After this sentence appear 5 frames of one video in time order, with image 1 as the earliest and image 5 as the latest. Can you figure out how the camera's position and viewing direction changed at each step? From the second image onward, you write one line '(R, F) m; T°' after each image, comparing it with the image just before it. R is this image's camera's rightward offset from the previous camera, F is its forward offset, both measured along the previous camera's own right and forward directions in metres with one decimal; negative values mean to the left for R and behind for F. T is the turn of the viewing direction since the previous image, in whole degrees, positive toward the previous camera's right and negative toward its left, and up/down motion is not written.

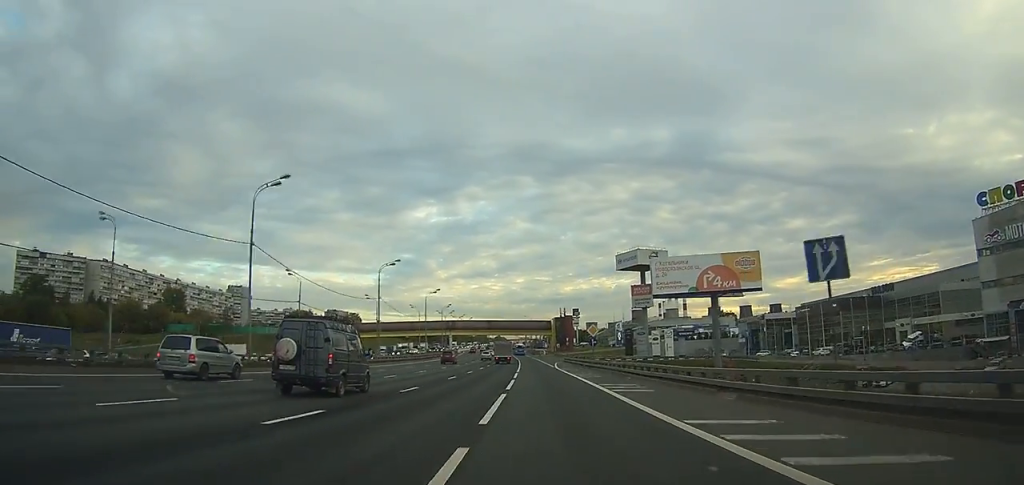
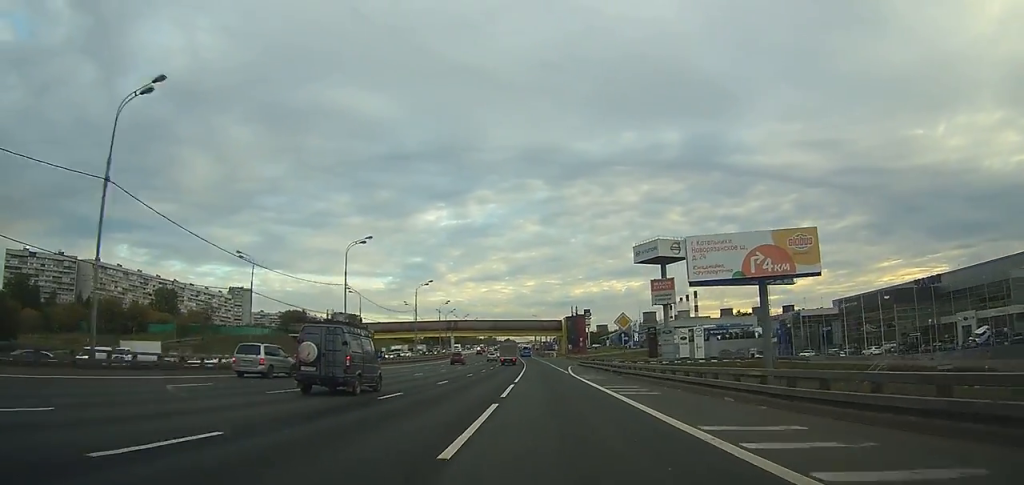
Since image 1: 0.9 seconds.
(-0.1, +16.7) m; -1°
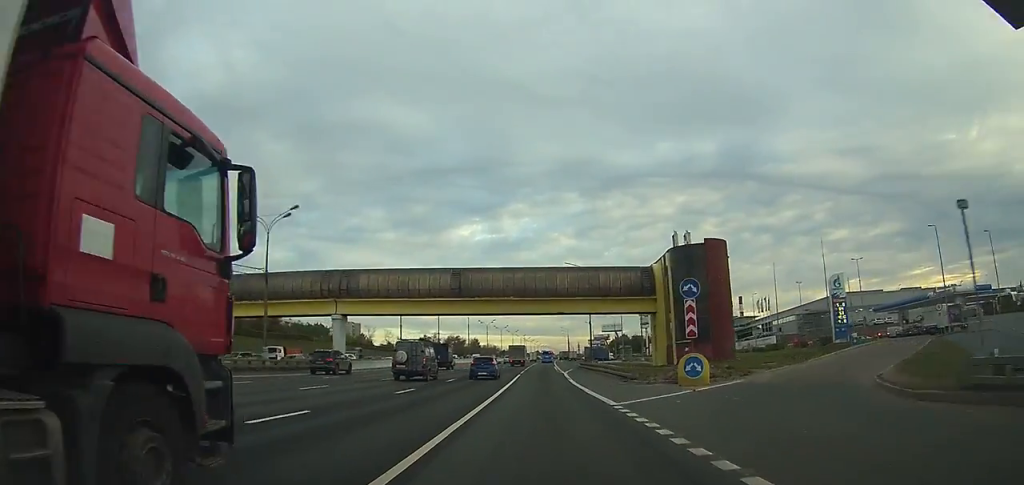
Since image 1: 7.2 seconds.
(-5.1, +130.3) m; -4°
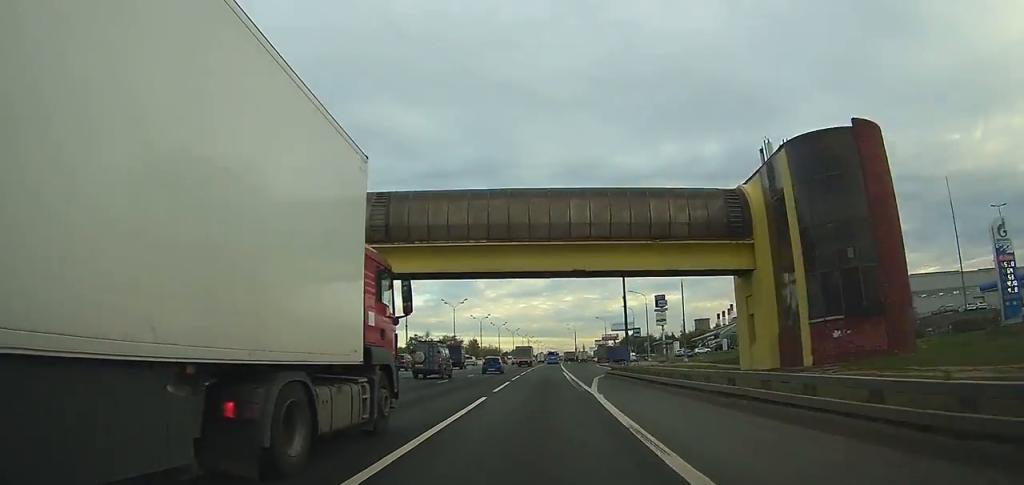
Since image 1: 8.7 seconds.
(-0.3, +28.4) m; 0°
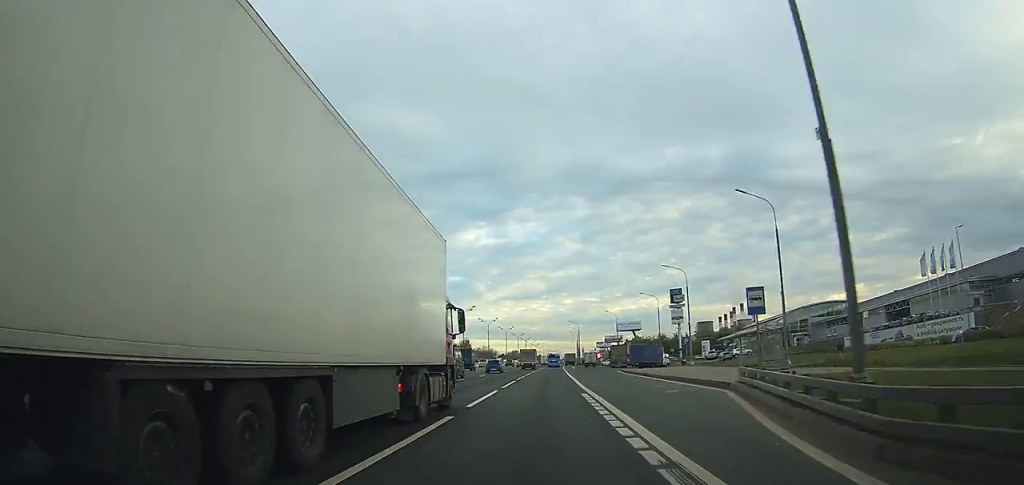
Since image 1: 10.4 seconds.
(0.0, +29.1) m; 0°
